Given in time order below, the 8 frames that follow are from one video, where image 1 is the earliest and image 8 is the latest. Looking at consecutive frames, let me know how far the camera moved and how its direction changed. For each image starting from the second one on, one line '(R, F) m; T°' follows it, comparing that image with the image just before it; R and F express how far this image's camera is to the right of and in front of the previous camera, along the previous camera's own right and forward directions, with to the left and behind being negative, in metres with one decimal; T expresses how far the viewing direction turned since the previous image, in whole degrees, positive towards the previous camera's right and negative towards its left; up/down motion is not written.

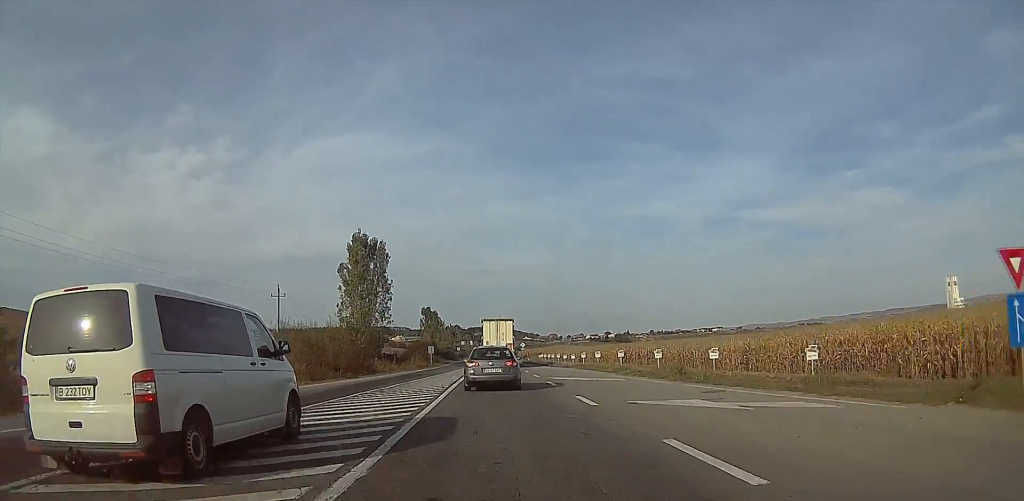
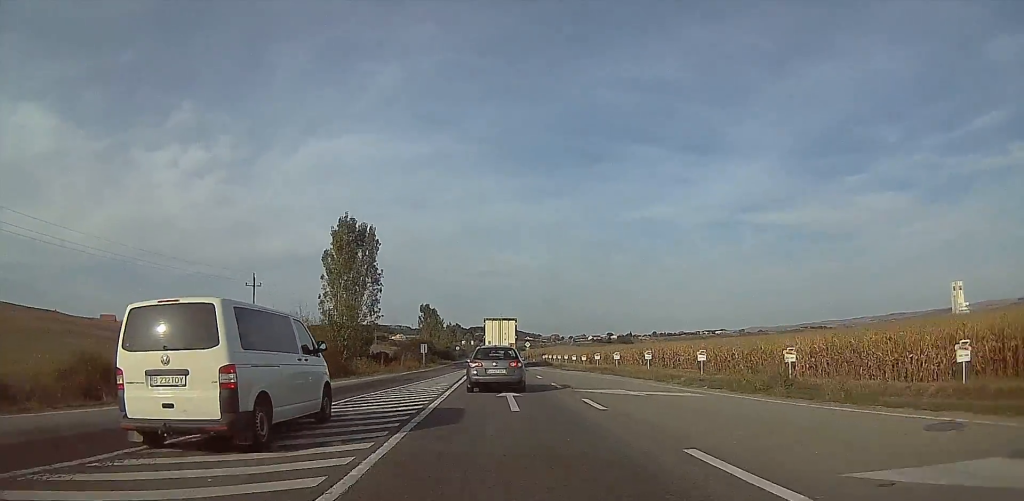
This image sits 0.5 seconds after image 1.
(0.0, +9.6) m; 0°
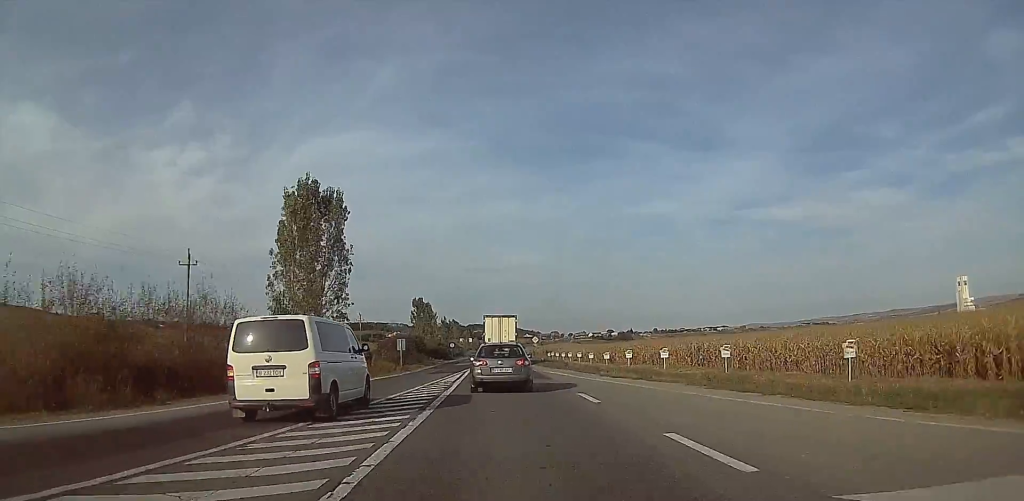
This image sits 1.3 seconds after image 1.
(0.0, +16.5) m; 0°
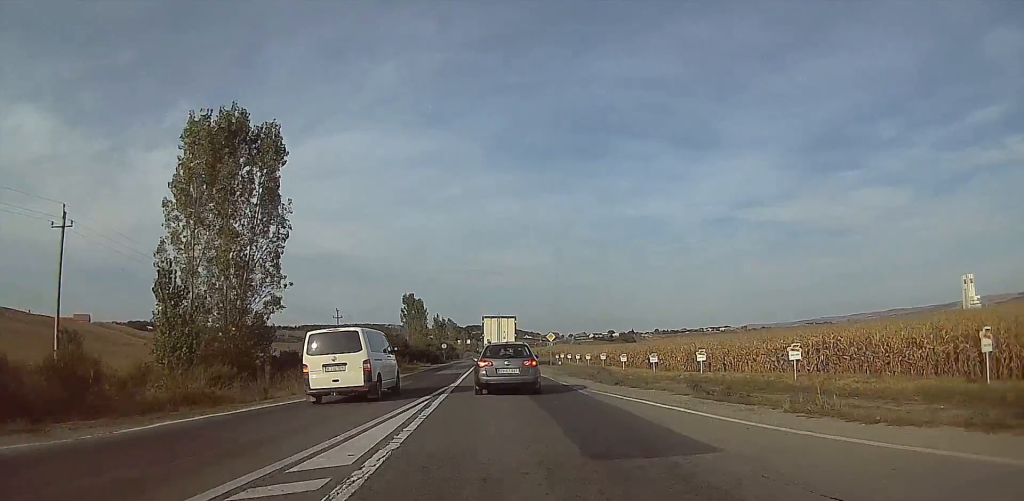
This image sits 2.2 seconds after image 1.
(0.0, +19.3) m; 0°
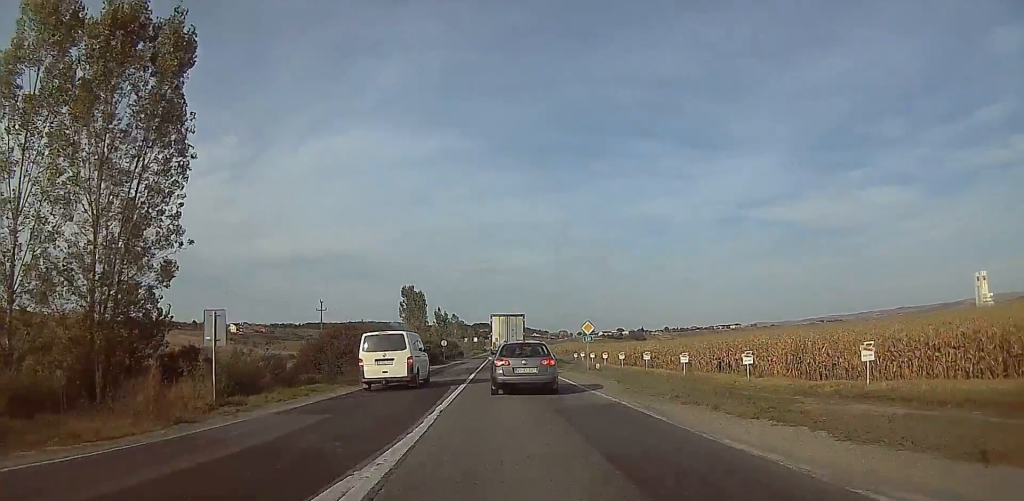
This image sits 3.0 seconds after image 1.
(0.0, +16.5) m; 0°
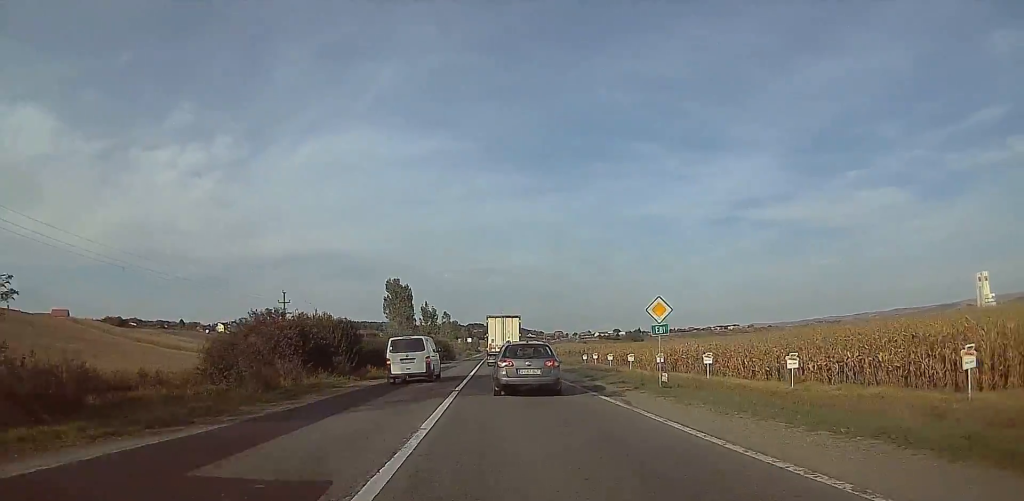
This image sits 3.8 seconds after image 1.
(0.0, +16.4) m; 0°
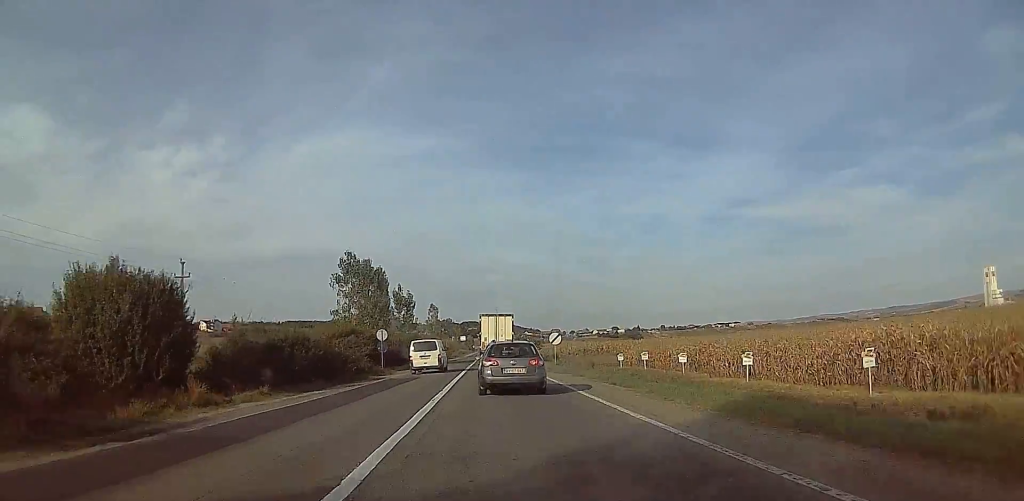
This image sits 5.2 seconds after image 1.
(+0.4, +29.2) m; 0°
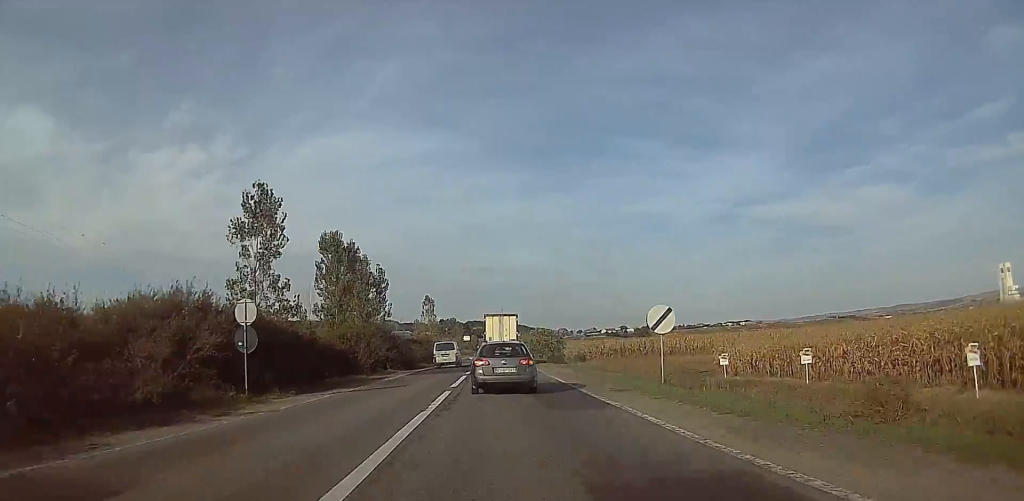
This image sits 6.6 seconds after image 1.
(-0.8, +26.9) m; 0°
